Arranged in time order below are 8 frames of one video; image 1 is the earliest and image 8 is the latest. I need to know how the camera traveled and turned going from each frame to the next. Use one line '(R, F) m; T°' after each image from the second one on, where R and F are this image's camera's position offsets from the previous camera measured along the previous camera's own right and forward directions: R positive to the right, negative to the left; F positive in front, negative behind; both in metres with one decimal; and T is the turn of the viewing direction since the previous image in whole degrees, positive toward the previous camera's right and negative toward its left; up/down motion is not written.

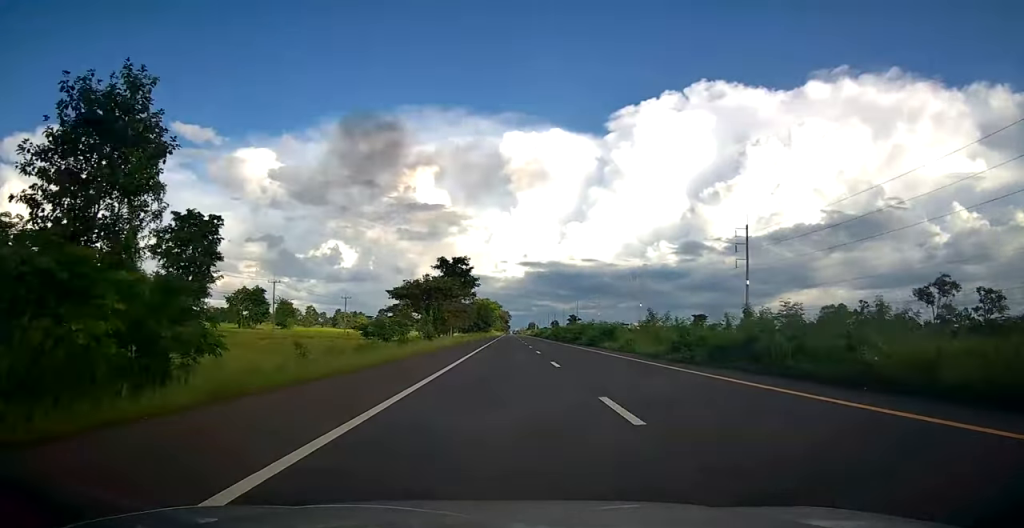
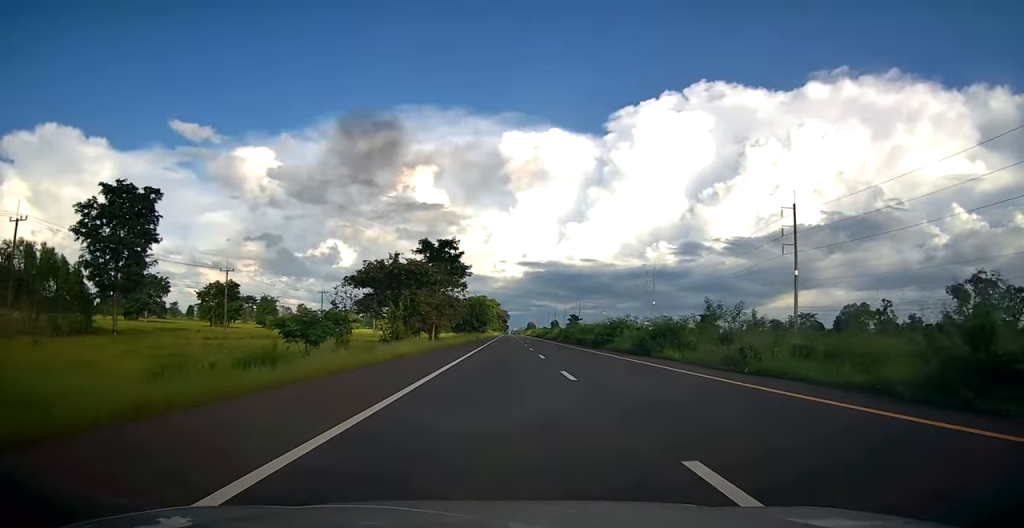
(0.0, +17.6) m; 0°
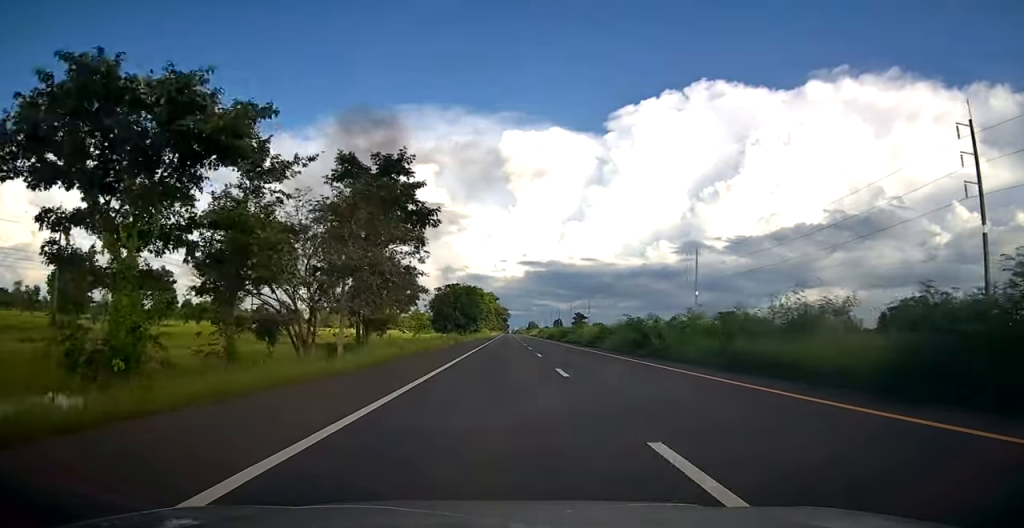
(-0.2, +35.1) m; 0°
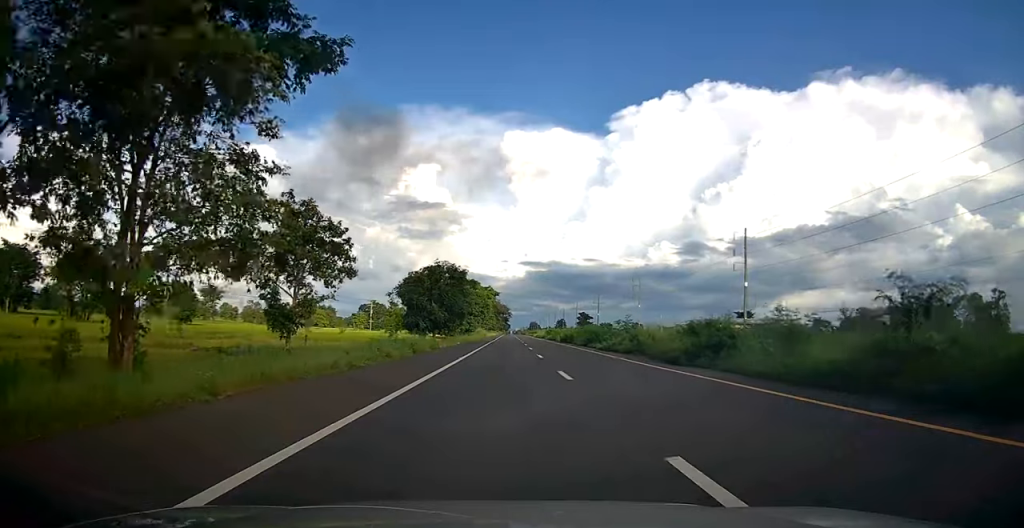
(+0.1, +24.6) m; 0°
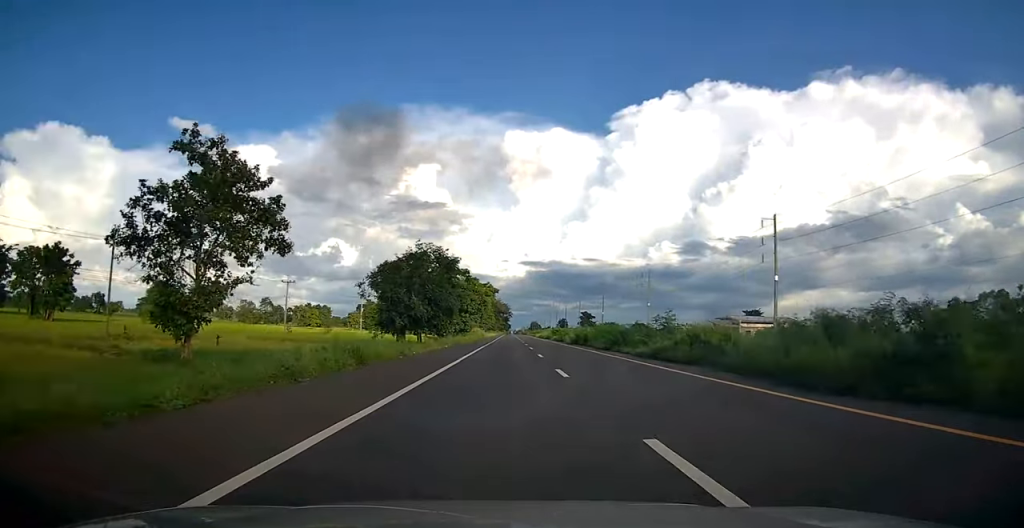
(0.0, +11.0) m; 0°
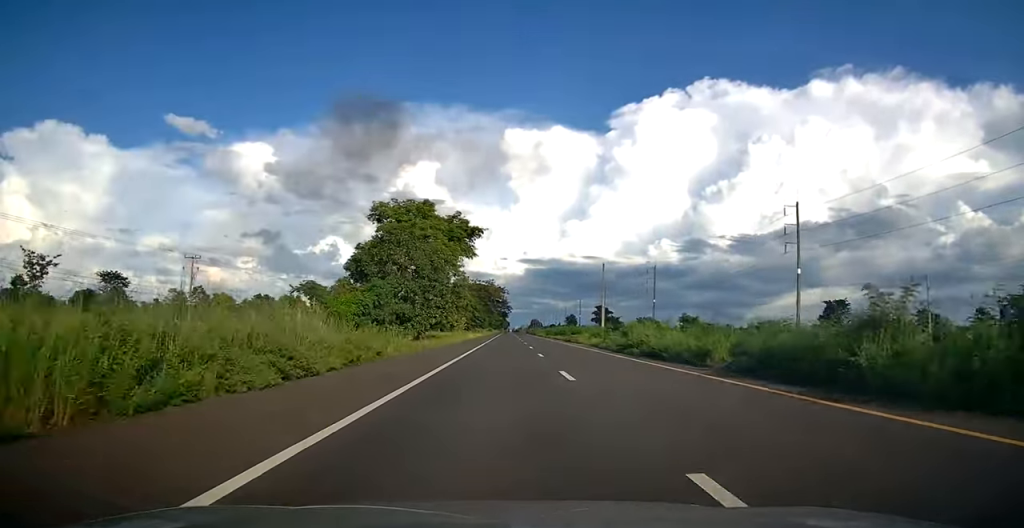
(-0.1, +85.1) m; 0°
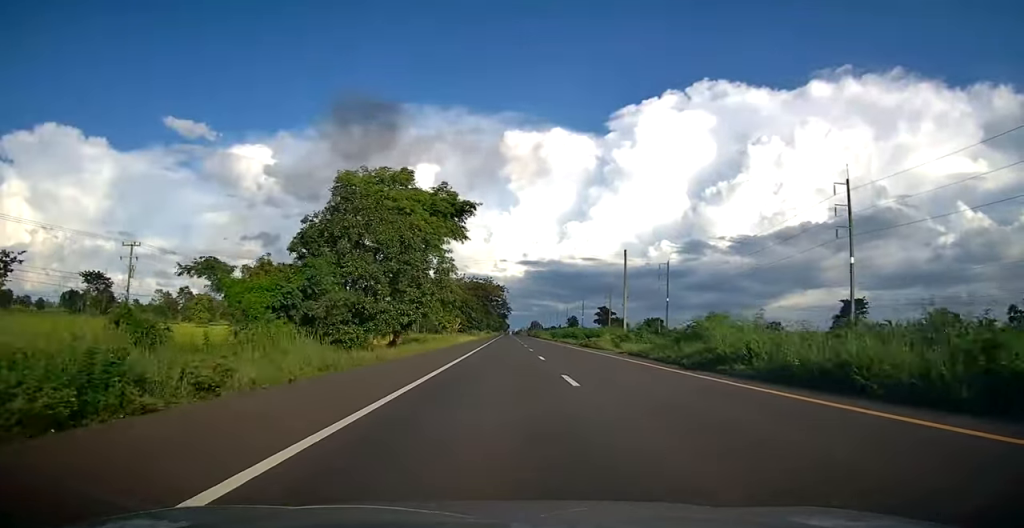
(-0.1, +13.1) m; 0°
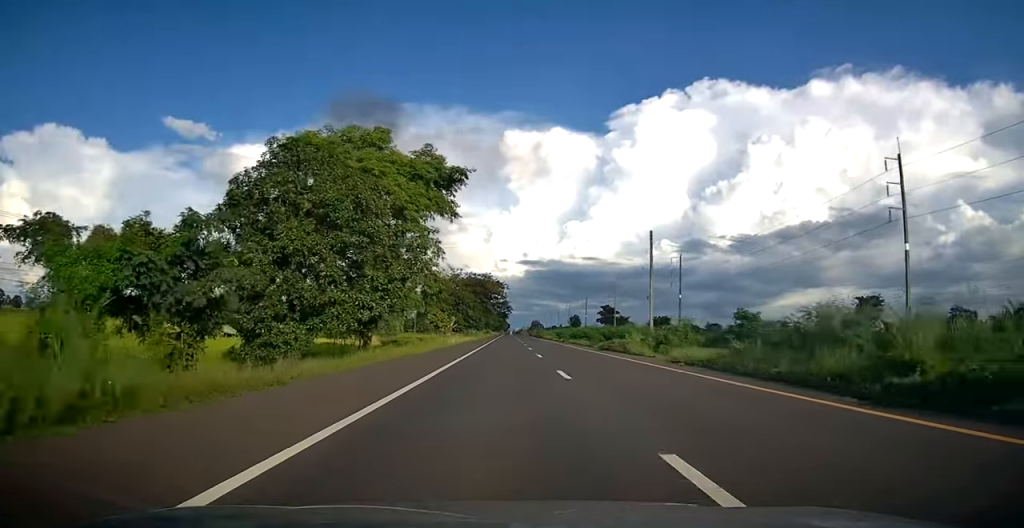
(0.0, +10.1) m; 0°
